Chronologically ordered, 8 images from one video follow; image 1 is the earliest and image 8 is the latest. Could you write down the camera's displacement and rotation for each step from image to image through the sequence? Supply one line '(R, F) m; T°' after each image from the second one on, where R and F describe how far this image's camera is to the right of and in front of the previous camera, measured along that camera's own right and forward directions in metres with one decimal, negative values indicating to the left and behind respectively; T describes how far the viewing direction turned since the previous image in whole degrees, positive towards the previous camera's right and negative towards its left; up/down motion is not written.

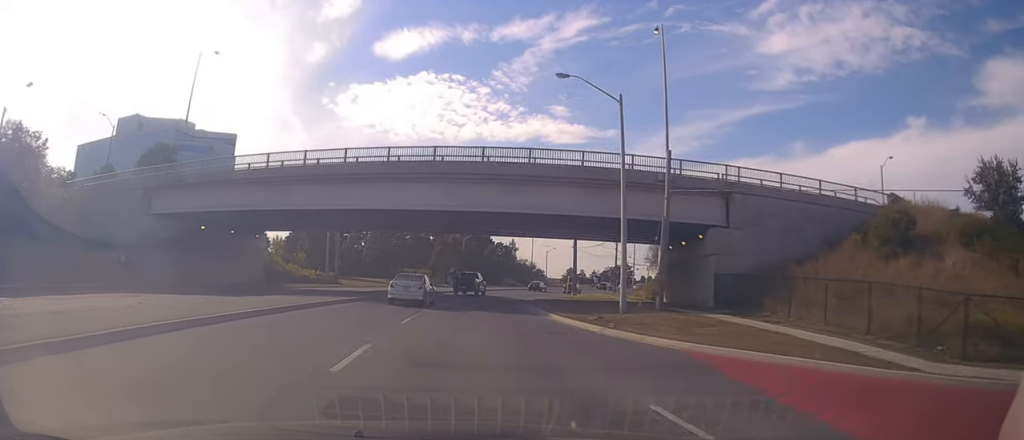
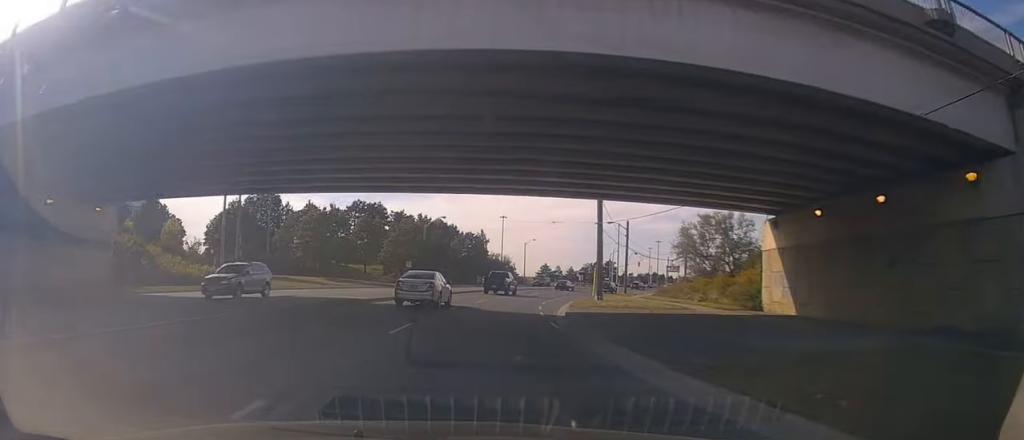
(-0.3, +23.9) m; +1°
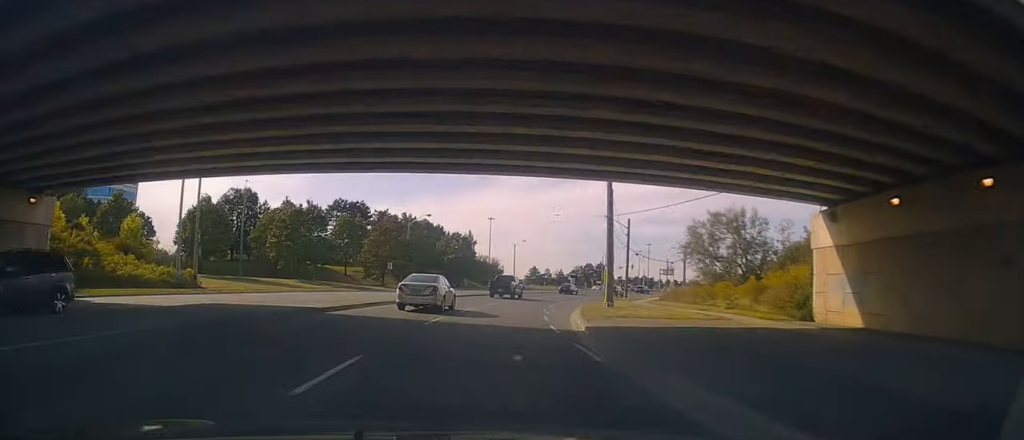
(0.0, +6.0) m; +1°
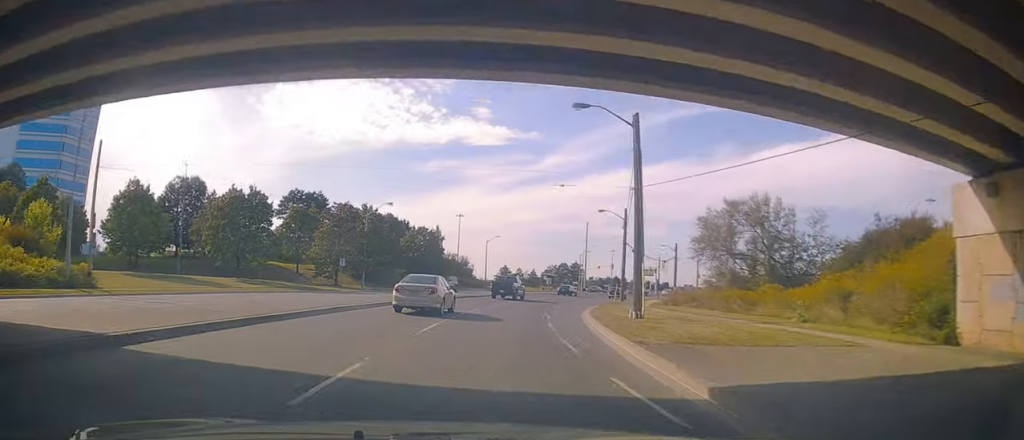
(+0.1, +10.5) m; 0°
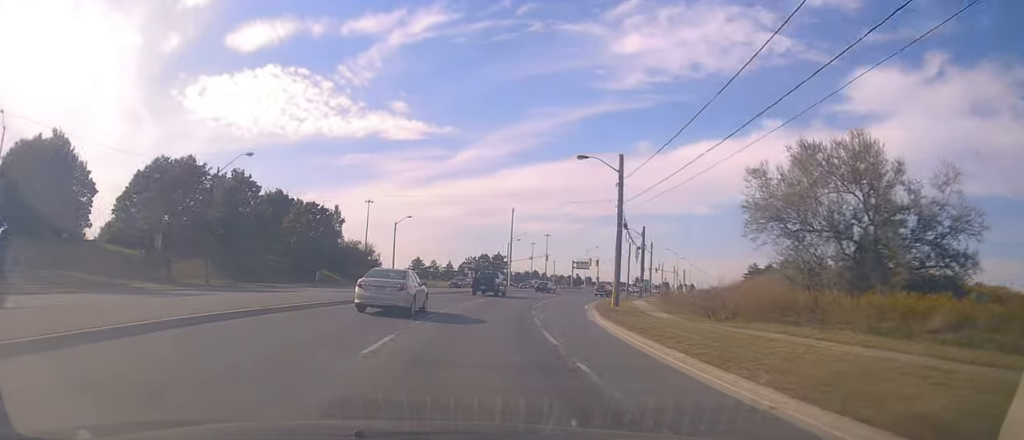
(+0.9, +22.3) m; +8°
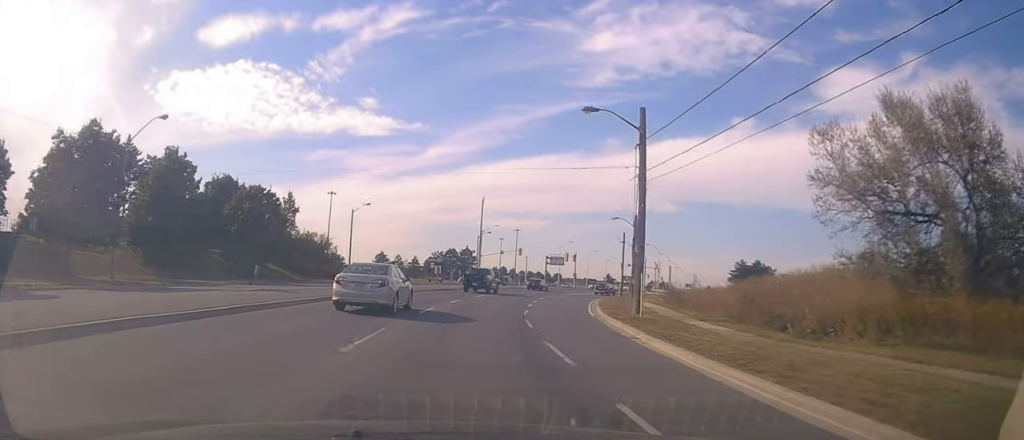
(+0.7, +9.2) m; +4°
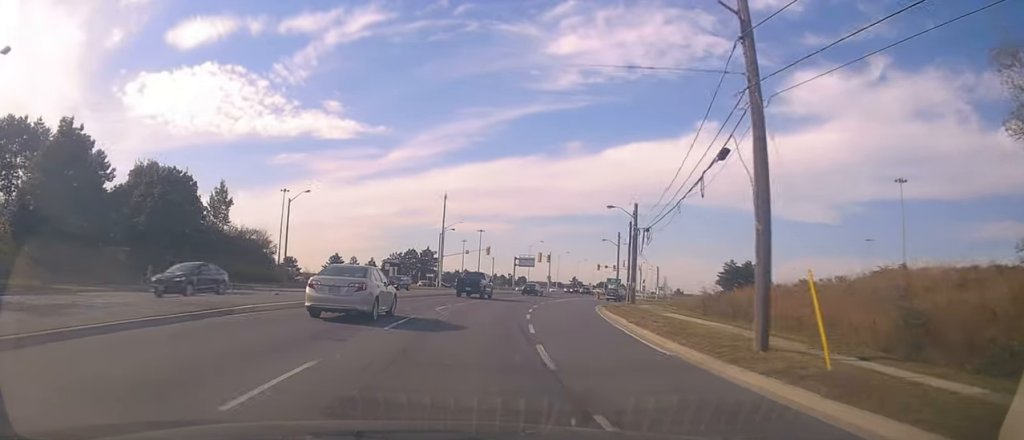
(+0.4, +12.5) m; +5°
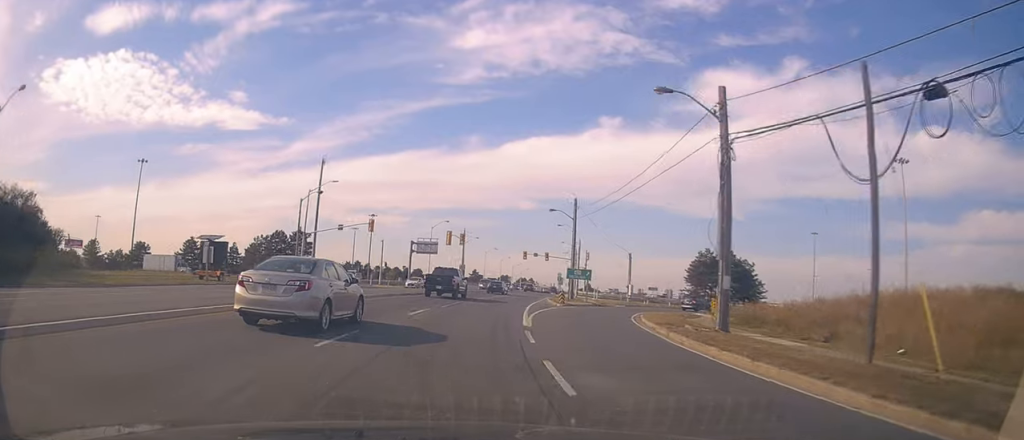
(+3.8, +32.9) m; +13°
